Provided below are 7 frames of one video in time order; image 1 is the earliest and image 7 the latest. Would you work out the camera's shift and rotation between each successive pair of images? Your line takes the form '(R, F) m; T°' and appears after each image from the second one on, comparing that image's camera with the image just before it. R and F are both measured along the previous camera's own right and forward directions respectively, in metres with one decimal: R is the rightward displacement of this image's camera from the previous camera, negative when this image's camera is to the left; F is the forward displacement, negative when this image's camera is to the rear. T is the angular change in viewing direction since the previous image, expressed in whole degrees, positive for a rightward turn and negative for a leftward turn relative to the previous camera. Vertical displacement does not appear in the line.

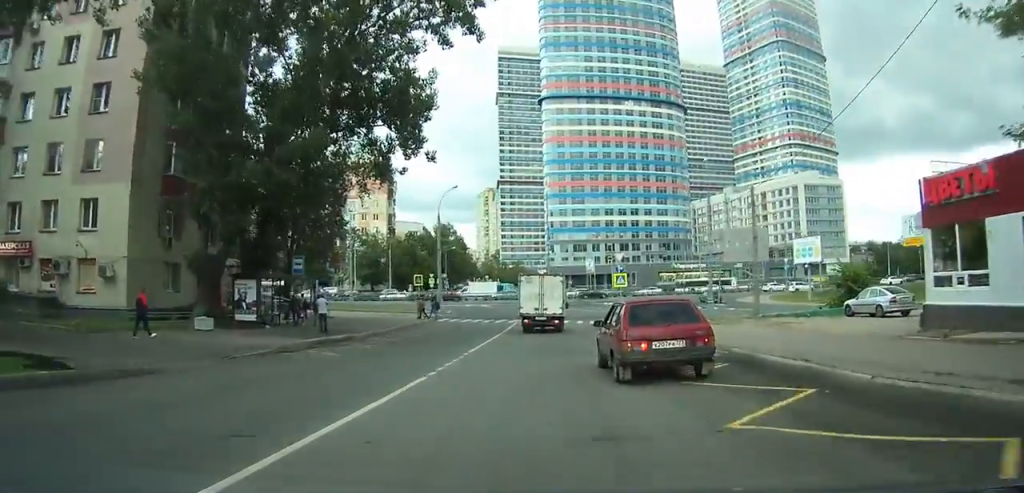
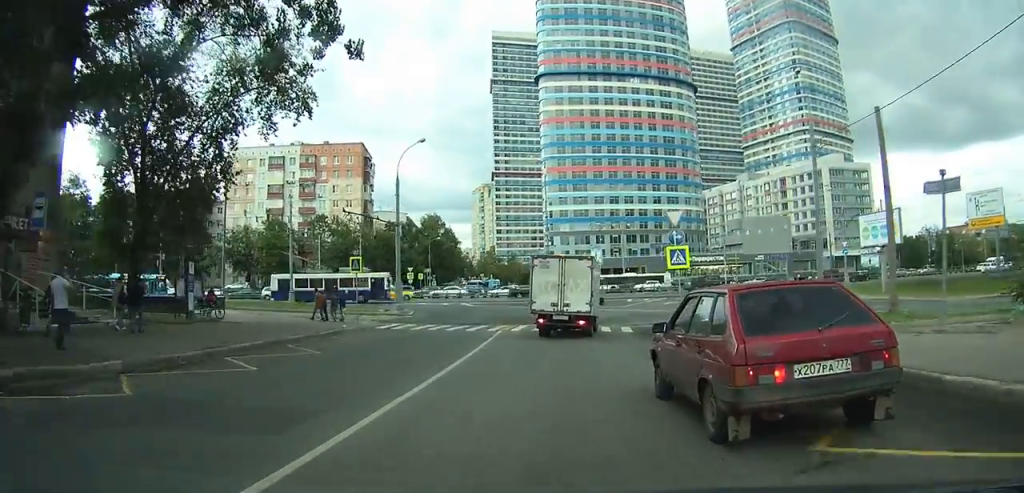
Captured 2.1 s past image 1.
(+0.3, +17.3) m; +1°
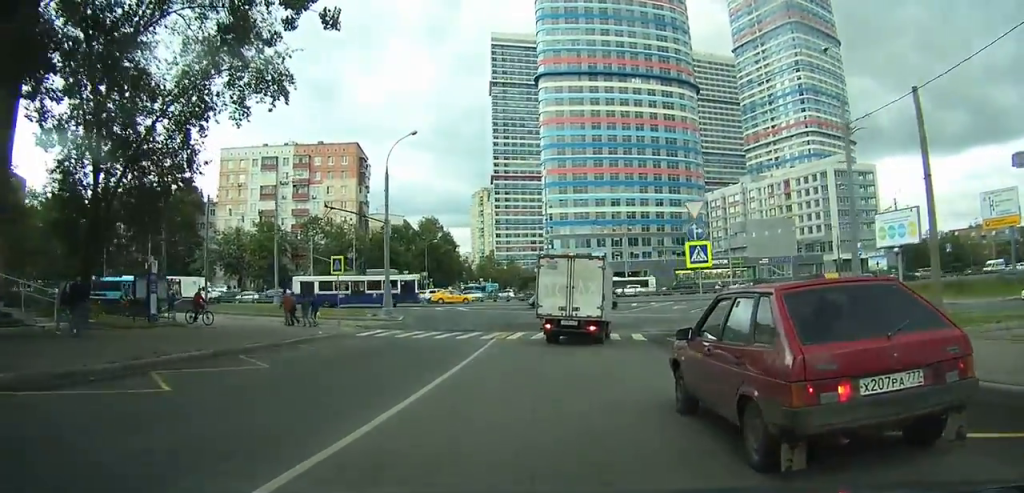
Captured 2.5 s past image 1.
(0.0, +3.3) m; 0°
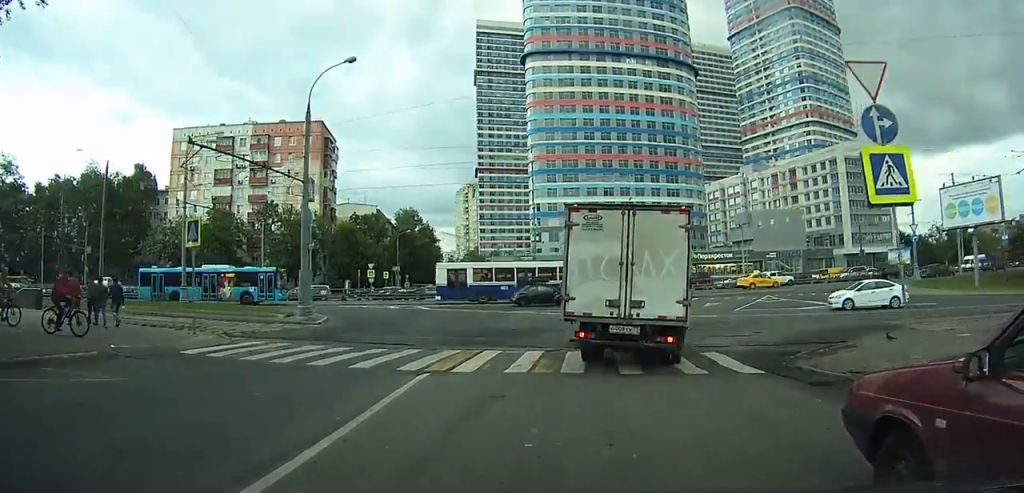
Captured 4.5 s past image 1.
(-0.2, +12.3) m; -2°
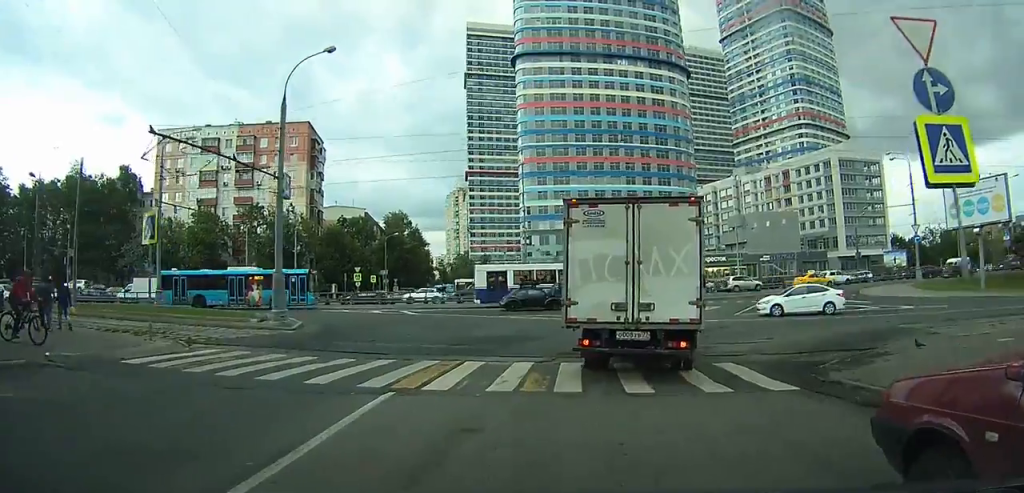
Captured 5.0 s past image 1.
(+0.1, +1.9) m; +1°
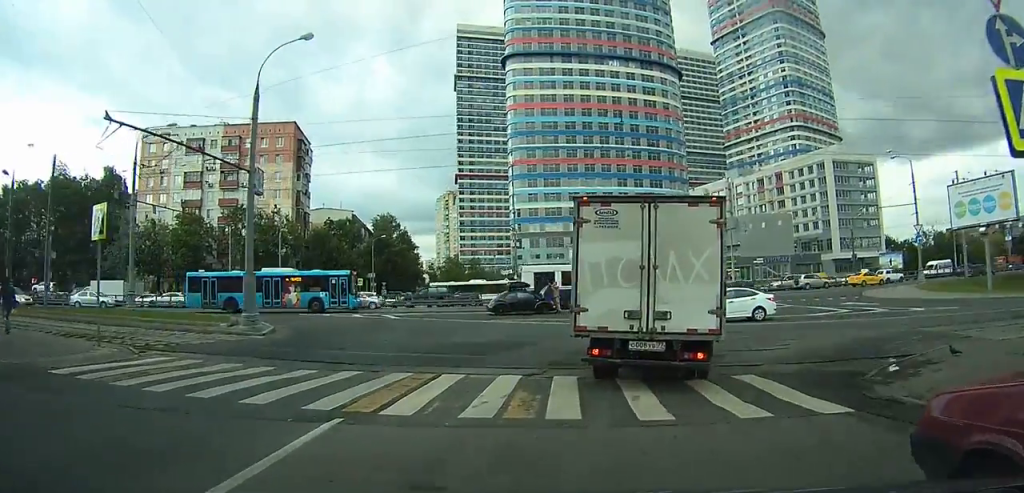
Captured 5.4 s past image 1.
(0.0, +2.1) m; +1°
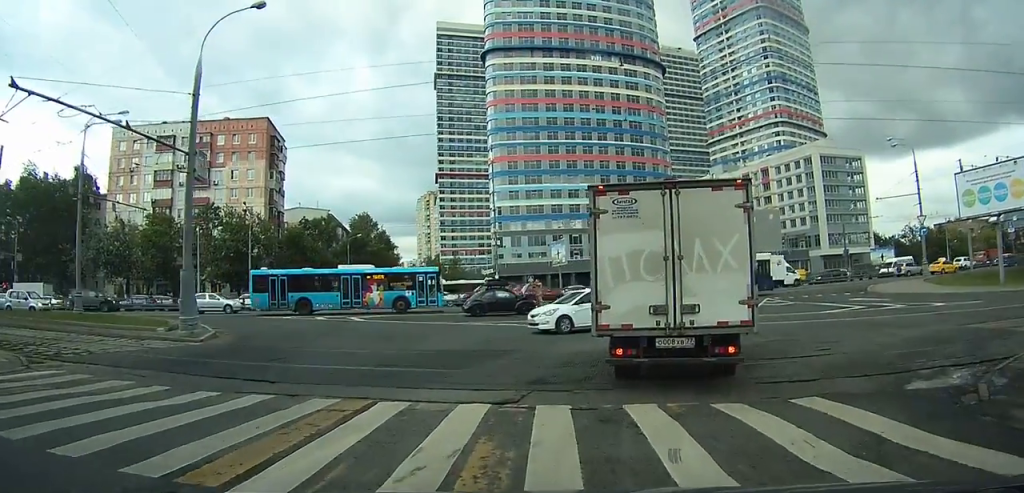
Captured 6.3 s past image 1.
(+0.1, +3.0) m; +3°
